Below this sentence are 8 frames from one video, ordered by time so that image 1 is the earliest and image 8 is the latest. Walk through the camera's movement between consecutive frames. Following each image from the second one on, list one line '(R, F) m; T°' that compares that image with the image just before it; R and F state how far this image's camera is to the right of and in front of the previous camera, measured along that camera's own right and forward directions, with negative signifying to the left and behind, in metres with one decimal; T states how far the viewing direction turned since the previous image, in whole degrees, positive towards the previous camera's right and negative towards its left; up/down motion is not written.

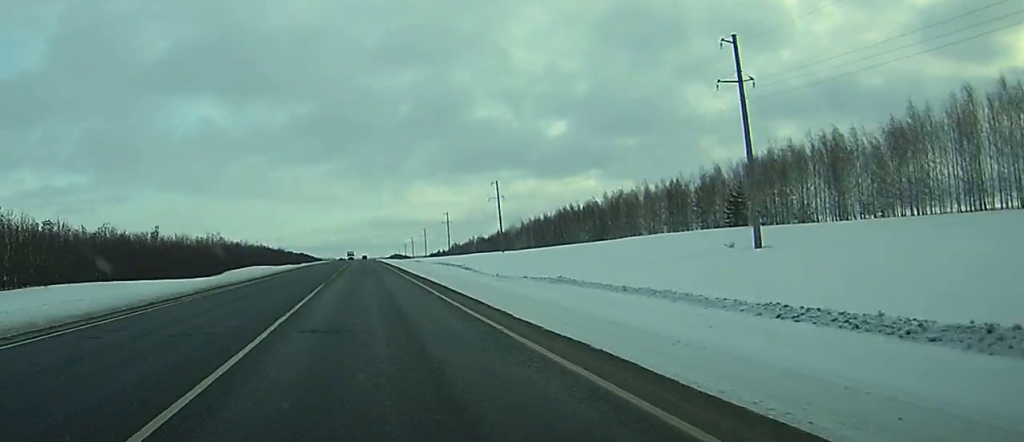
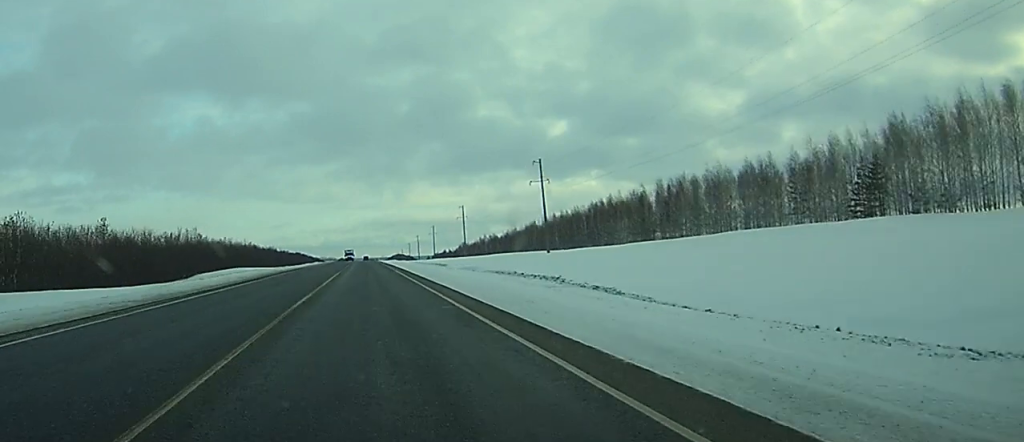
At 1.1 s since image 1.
(0.0, +38.7) m; 0°
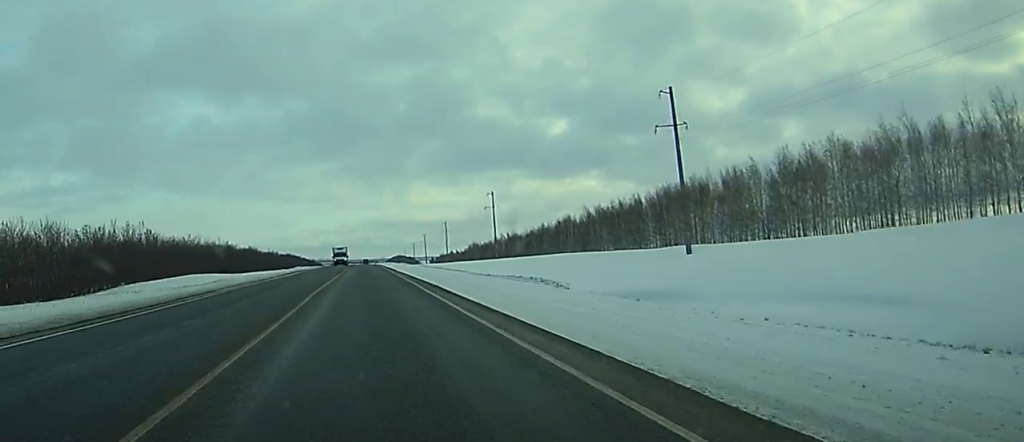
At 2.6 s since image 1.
(+0.1, +54.3) m; 0°
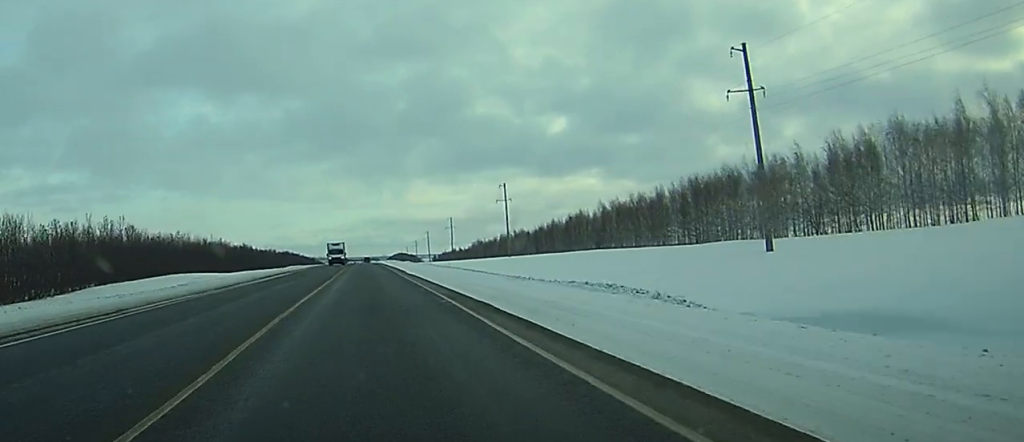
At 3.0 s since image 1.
(0.0, +14.5) m; 0°
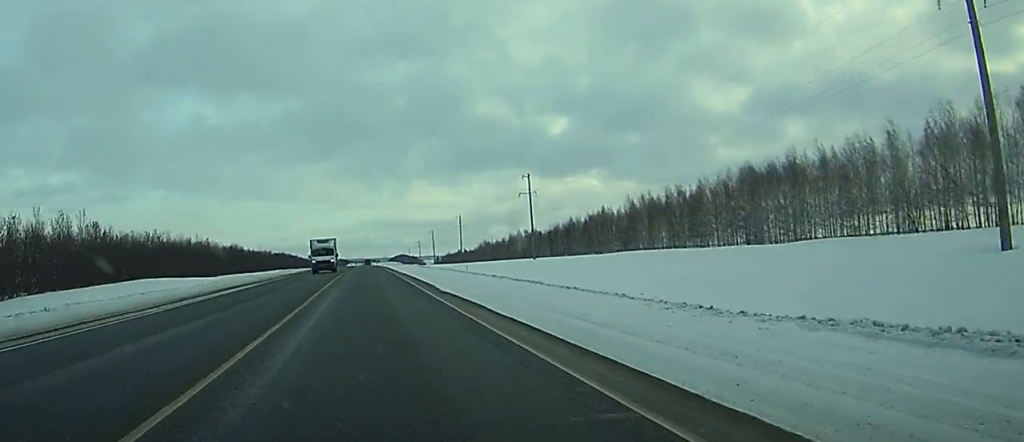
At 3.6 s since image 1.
(0.0, +22.9) m; 0°
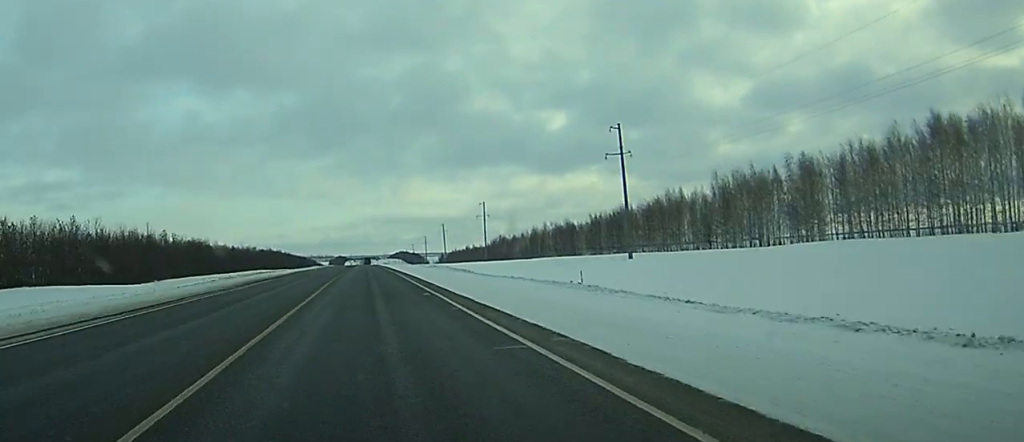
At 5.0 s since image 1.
(+0.3, +50.8) m; 0°
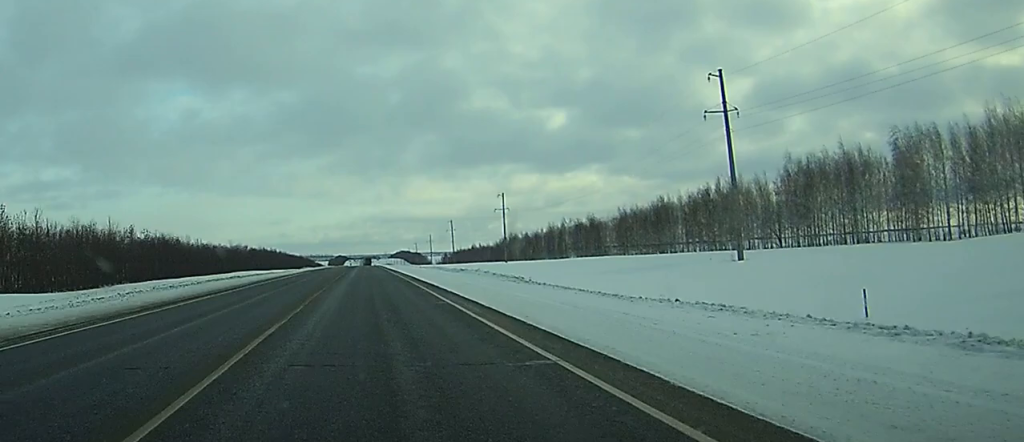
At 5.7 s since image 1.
(0.0, +26.6) m; 0°
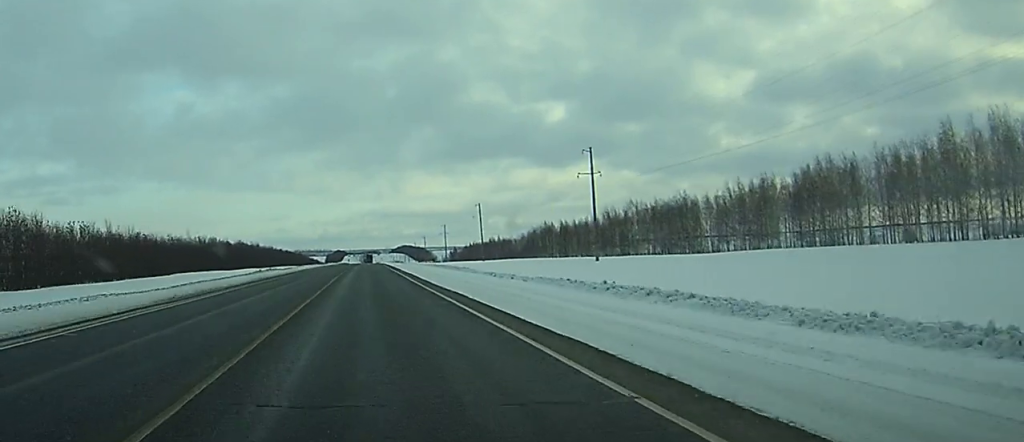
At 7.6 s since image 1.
(-0.5, +66.5) m; -1°
